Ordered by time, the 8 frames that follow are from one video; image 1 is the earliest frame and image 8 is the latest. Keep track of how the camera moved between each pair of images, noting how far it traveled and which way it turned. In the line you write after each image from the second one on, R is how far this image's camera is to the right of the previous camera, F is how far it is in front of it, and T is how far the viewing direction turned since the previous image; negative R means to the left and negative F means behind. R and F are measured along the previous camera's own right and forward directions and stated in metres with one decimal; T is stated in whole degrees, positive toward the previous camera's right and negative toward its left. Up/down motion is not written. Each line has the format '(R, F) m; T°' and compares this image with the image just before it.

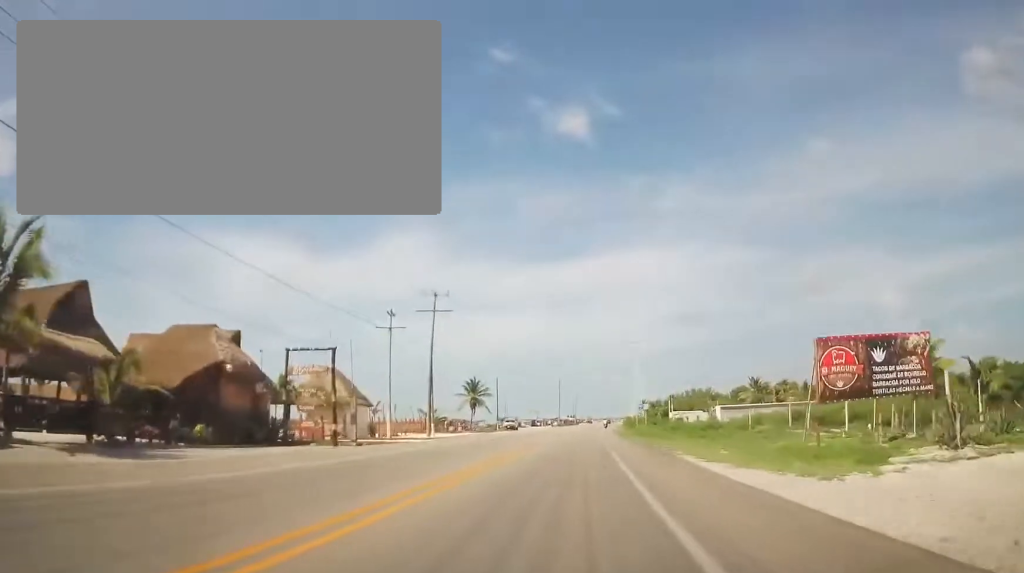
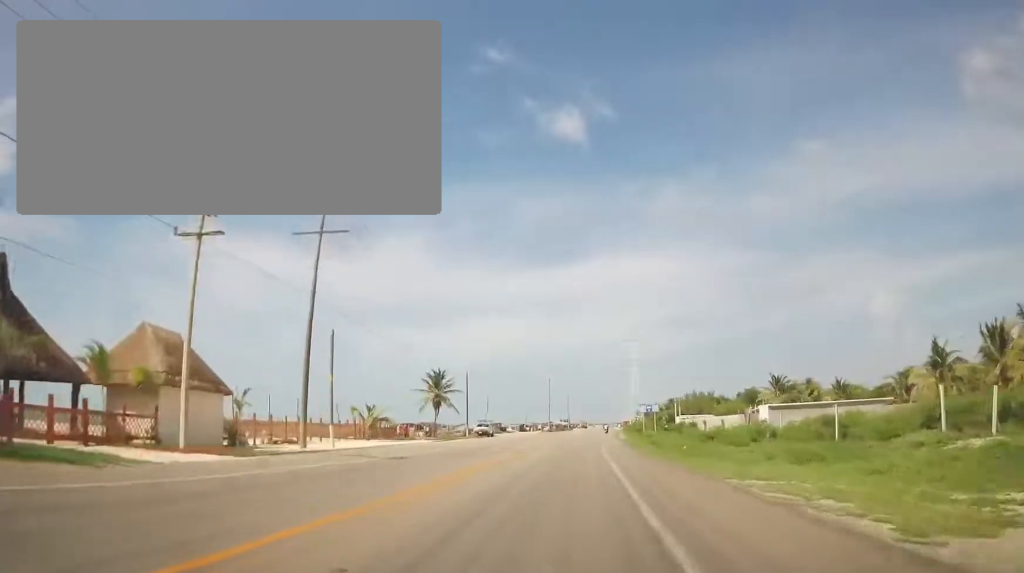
(0.0, +20.8) m; +1°
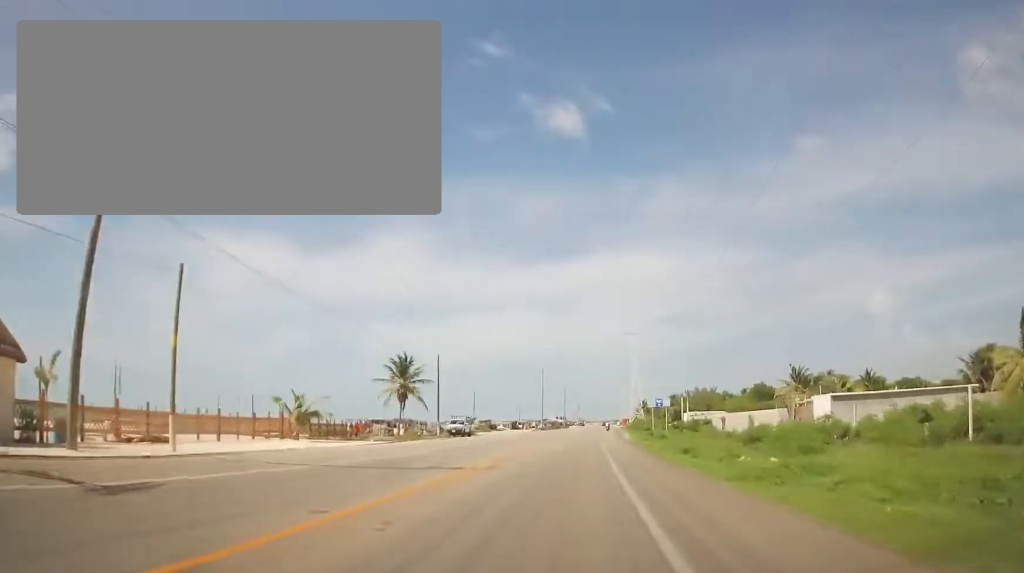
(-0.1, +13.6) m; +1°
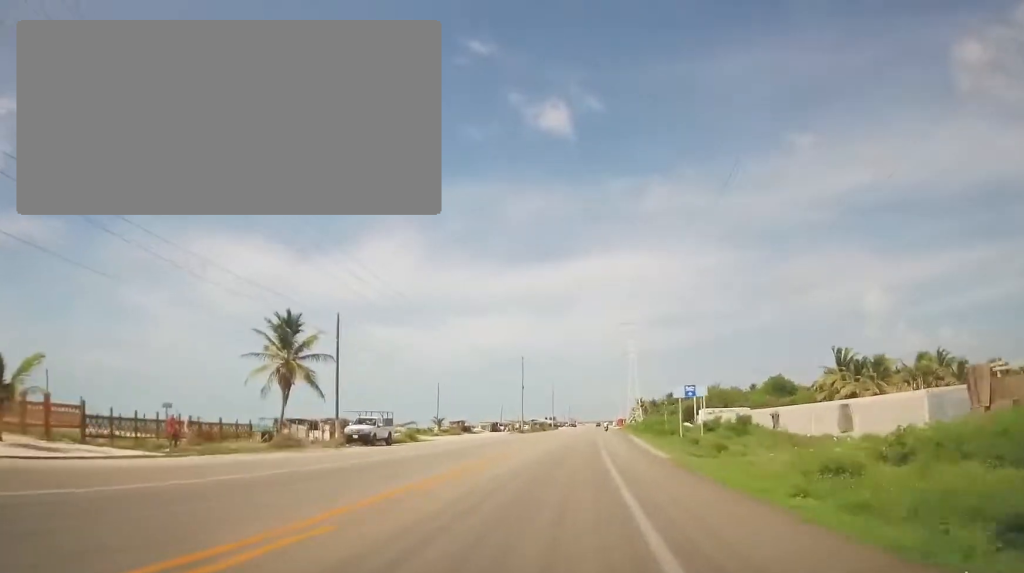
(+0.4, +24.0) m; +1°
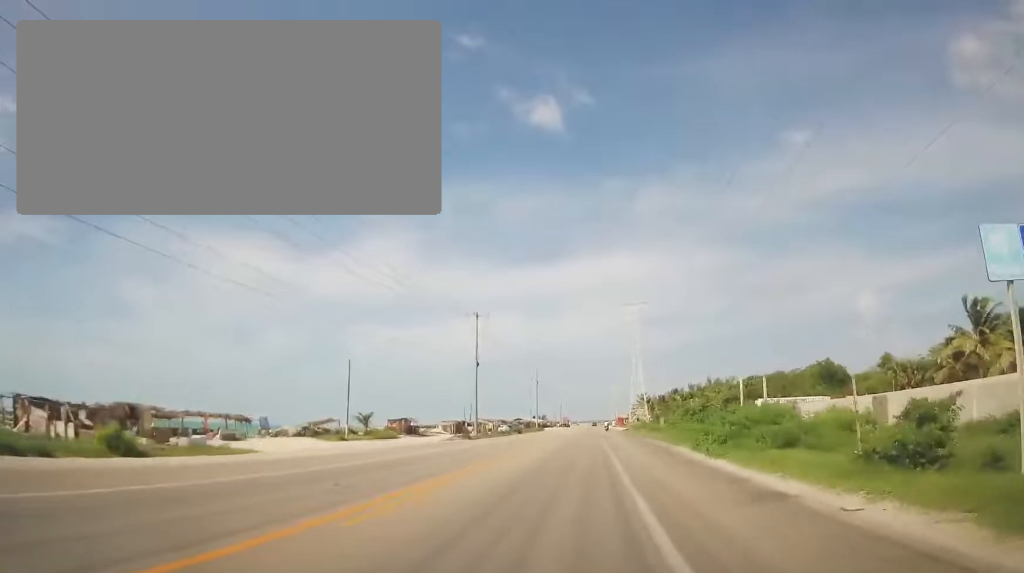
(+0.4, +35.6) m; +1°
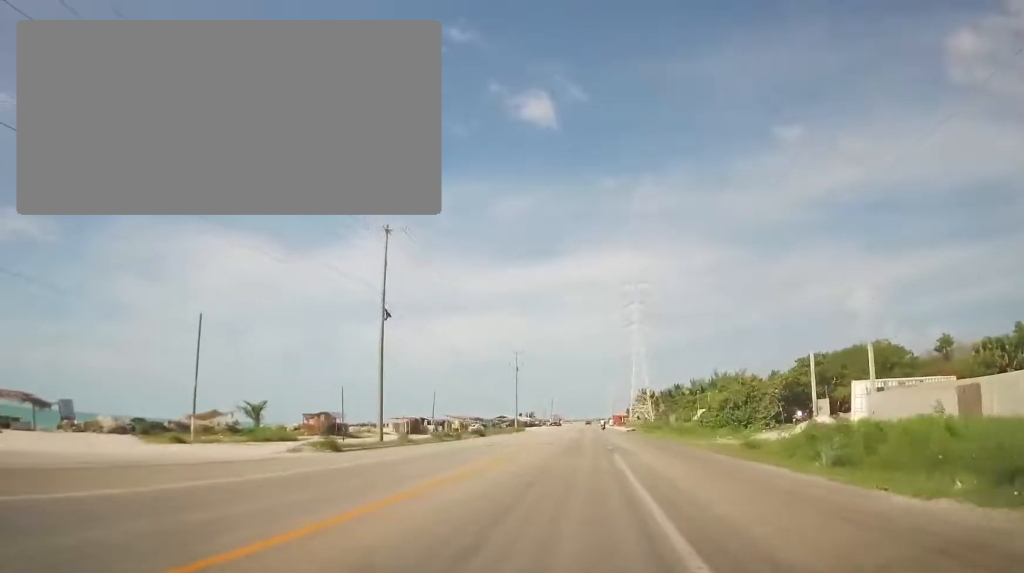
(+0.1, +25.5) m; -1°
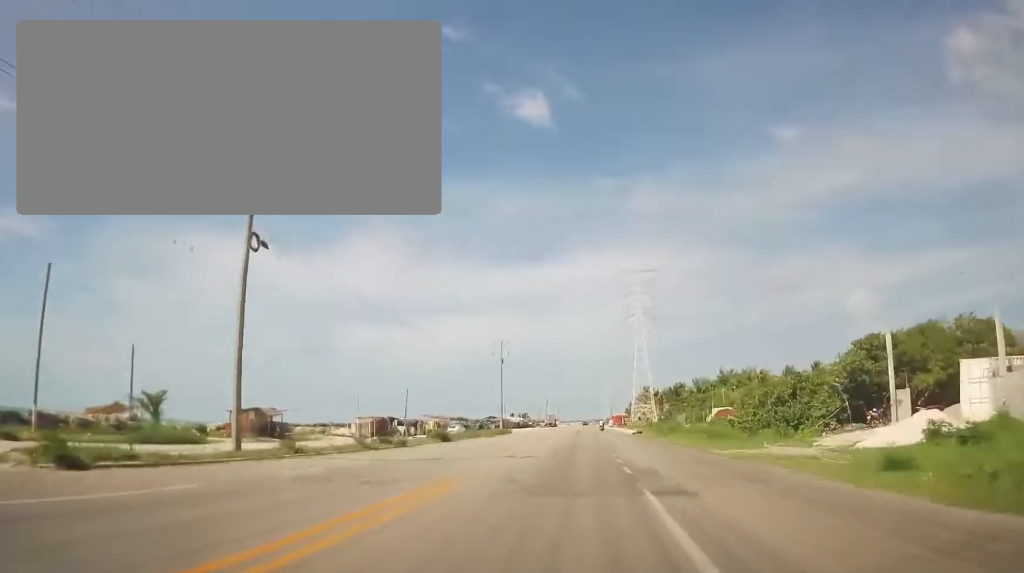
(-0.2, +13.5) m; 0°
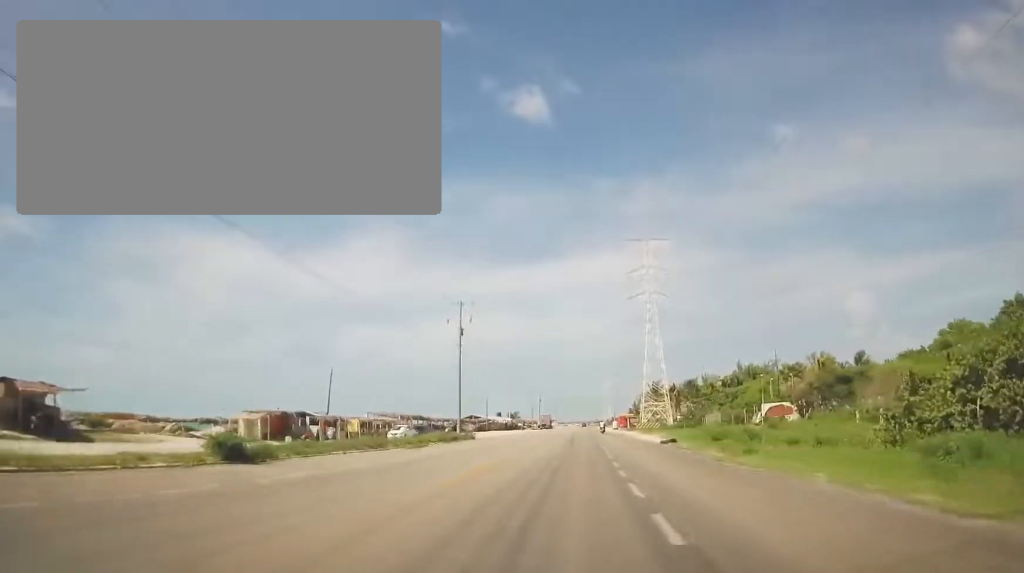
(-0.1, +25.4) m; +1°
